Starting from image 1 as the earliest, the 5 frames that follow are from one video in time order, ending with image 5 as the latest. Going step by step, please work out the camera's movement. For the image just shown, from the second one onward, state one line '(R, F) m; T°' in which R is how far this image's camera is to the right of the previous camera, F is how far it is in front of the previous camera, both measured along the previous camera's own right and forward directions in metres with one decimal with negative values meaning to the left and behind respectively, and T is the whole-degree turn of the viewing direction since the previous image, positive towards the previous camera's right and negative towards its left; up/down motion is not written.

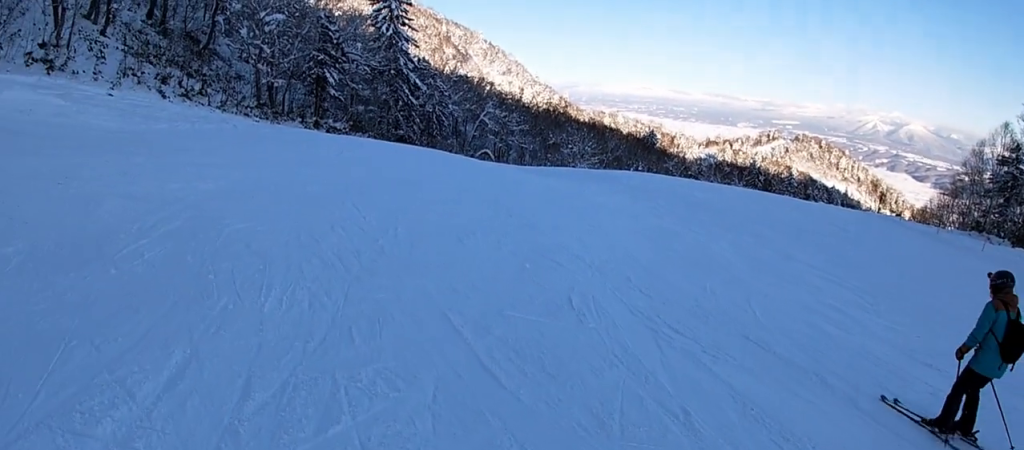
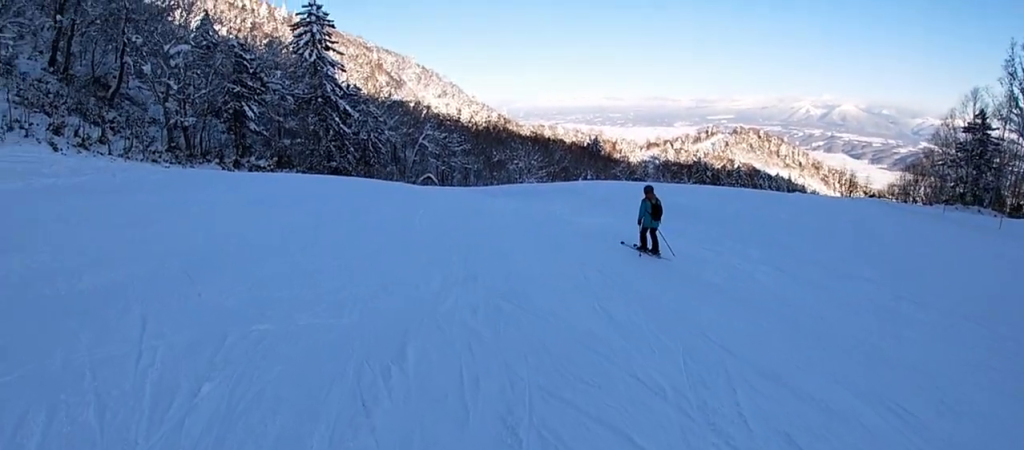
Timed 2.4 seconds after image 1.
(+1.3, +5.3) m; +2°
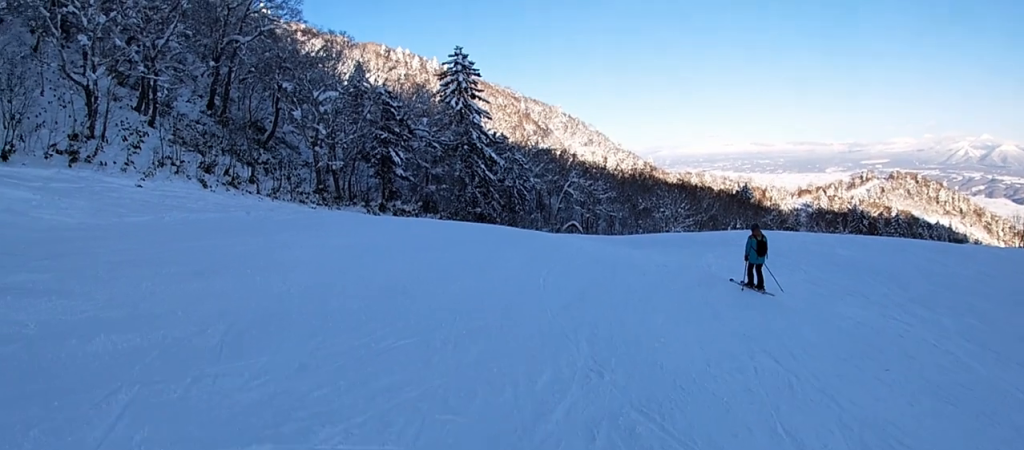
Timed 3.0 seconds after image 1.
(0.0, +1.9) m; -9°
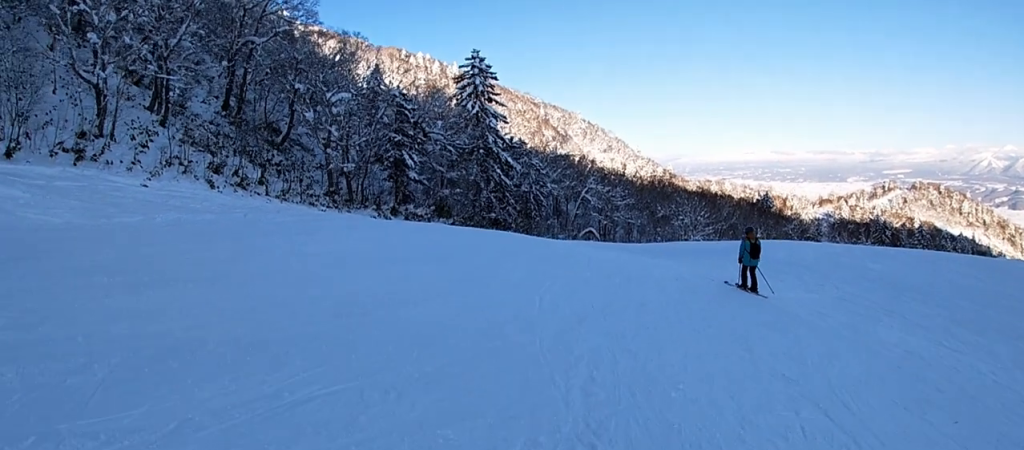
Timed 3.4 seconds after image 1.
(+0.2, +1.3) m; -6°
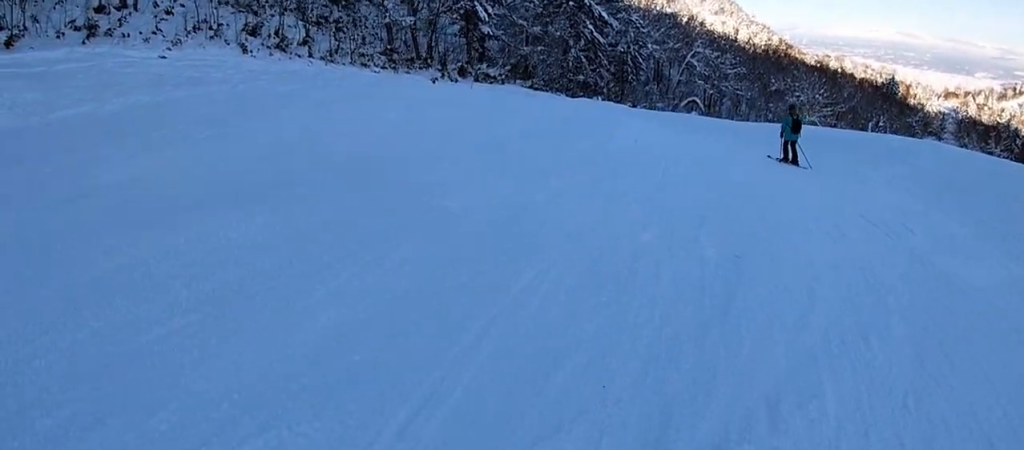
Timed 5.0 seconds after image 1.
(-0.5, +5.3) m; +7°
